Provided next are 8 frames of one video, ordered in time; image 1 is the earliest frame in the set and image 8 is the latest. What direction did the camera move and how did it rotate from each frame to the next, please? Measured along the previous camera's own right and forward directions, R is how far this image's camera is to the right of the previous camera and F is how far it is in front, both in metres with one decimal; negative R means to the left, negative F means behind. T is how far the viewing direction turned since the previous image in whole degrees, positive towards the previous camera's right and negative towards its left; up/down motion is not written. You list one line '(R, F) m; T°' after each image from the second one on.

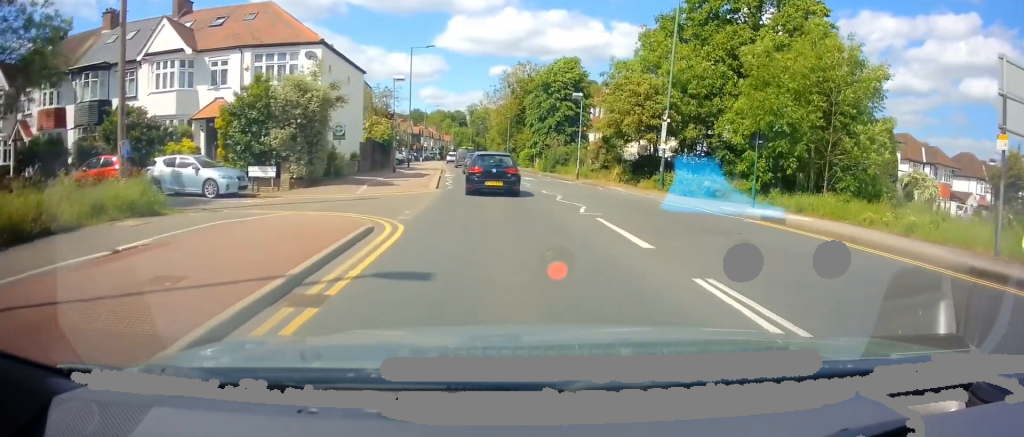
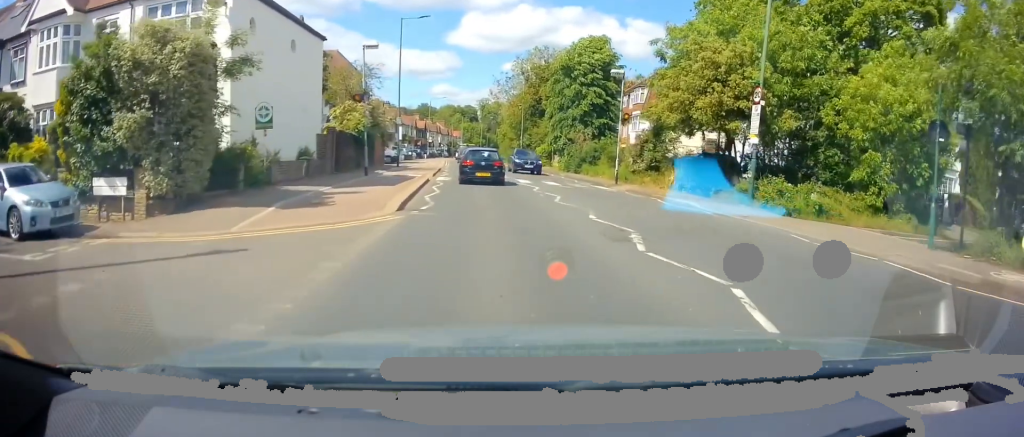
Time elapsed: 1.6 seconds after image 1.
(-0.2, +9.6) m; 0°
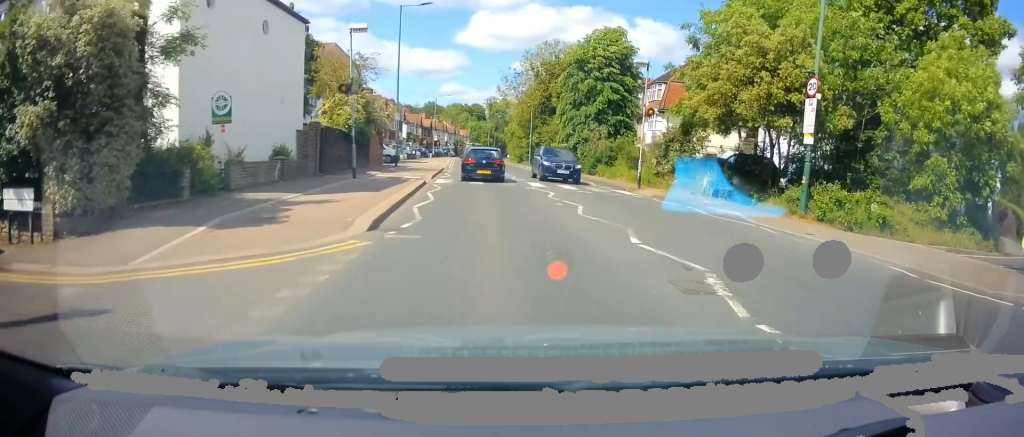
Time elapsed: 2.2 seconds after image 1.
(+0.1, +3.3) m; 0°
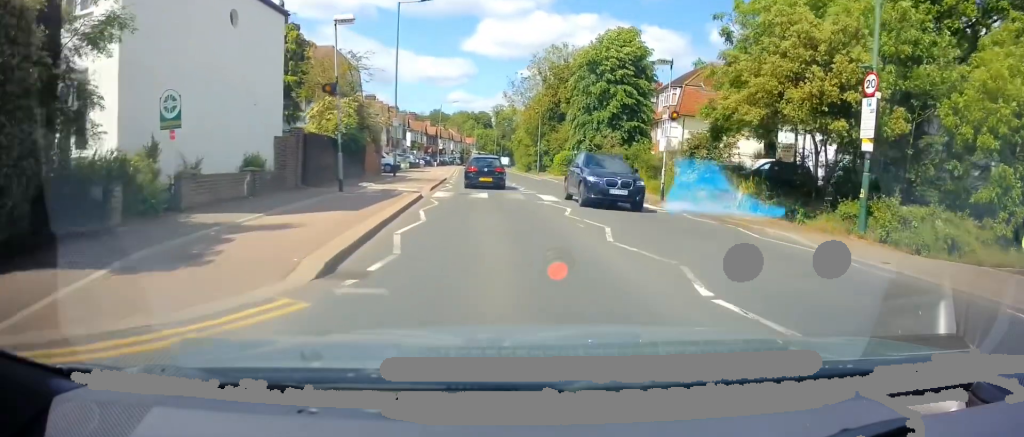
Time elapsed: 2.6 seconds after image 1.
(-0.1, +2.8) m; -1°
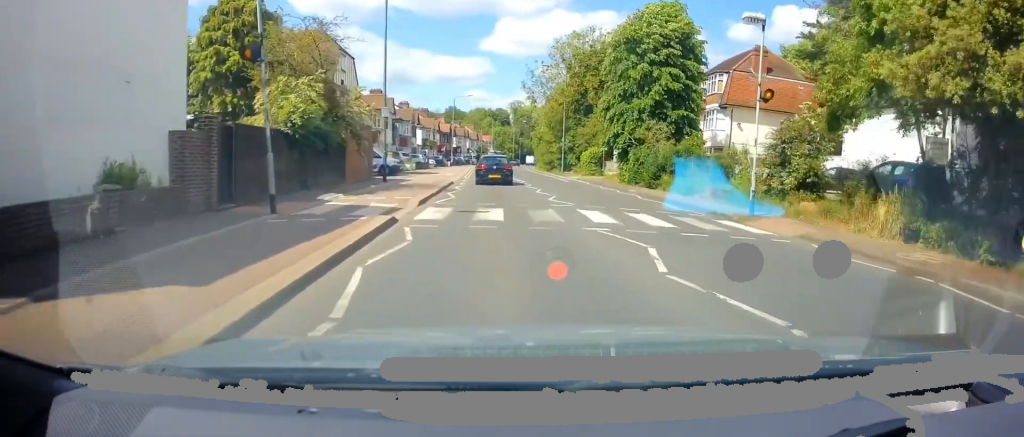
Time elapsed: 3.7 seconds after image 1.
(-0.1, +7.0) m; -1°
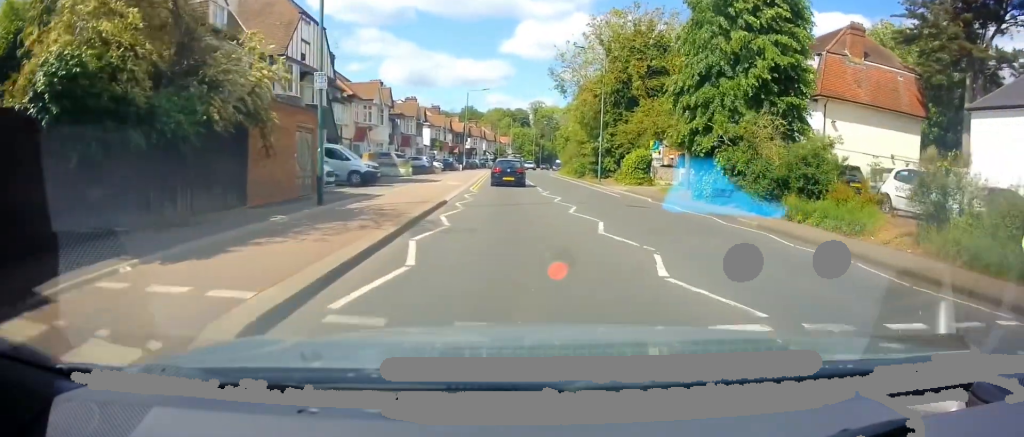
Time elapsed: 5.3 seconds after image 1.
(0.0, +10.9) m; 0°
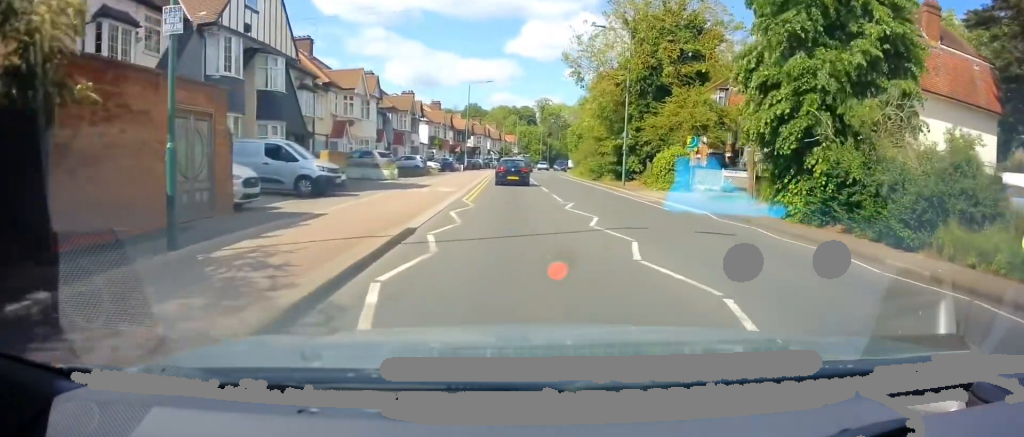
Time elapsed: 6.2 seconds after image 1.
(0.0, +6.6) m; 0°
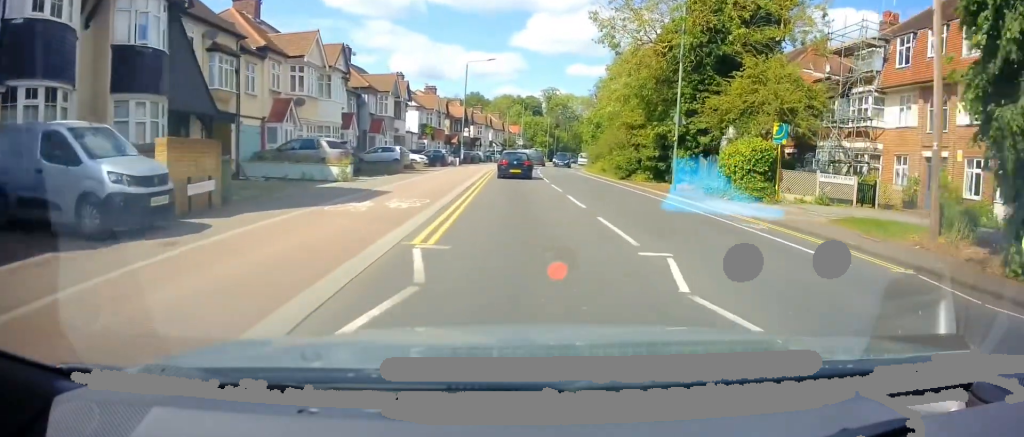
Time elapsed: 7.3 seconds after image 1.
(-0.1, +9.9) m; -2°
